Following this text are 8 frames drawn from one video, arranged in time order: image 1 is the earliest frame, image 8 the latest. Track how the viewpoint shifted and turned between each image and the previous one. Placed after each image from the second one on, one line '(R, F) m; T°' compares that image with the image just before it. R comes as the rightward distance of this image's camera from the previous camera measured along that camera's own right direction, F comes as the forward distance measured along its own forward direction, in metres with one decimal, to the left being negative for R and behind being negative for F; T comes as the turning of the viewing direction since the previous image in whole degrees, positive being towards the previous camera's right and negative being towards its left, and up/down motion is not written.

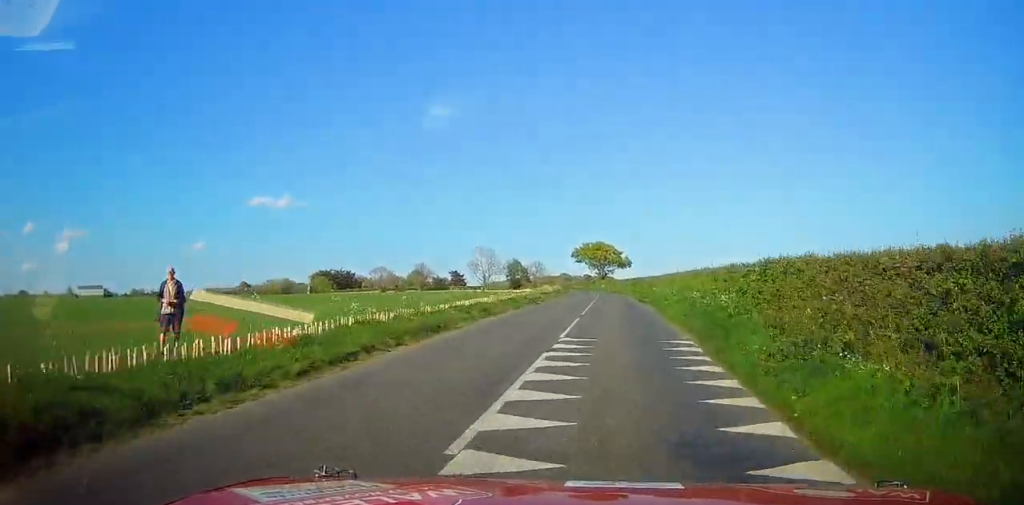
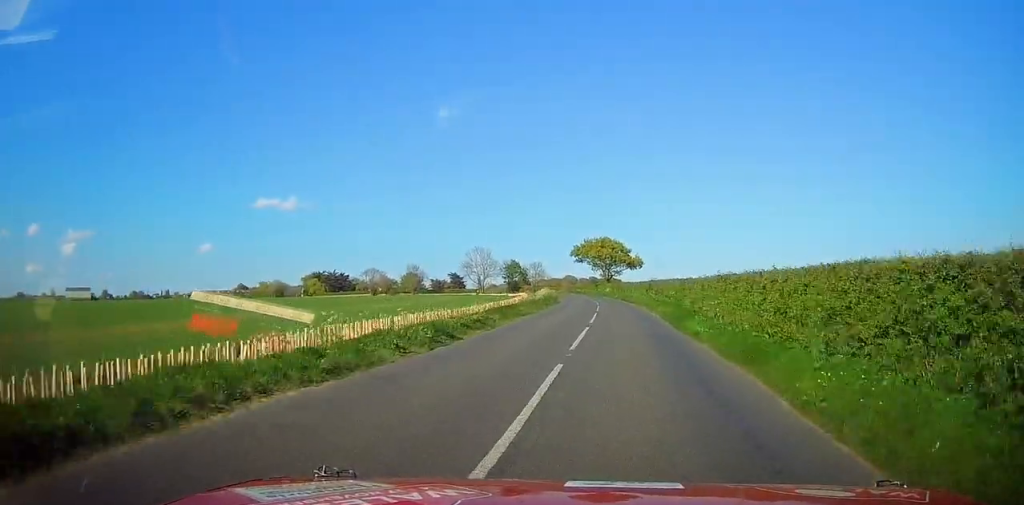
(+0.1, +18.0) m; 0°
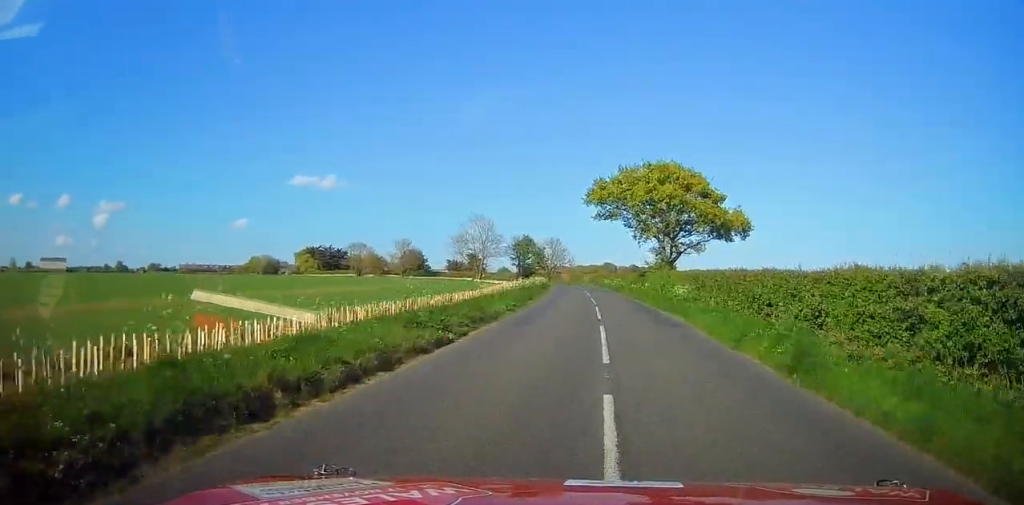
(-2.0, +54.2) m; -4°
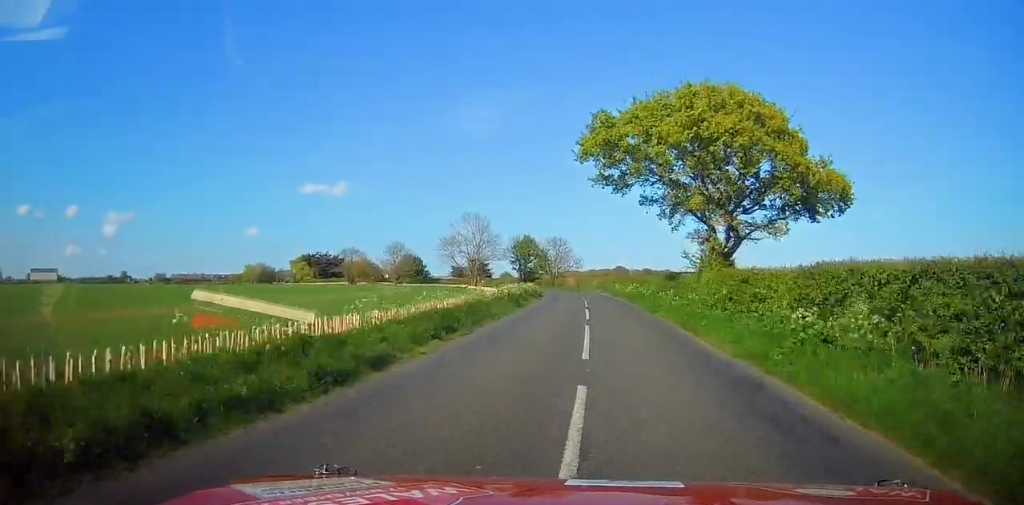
(0.0, +16.9) m; -1°
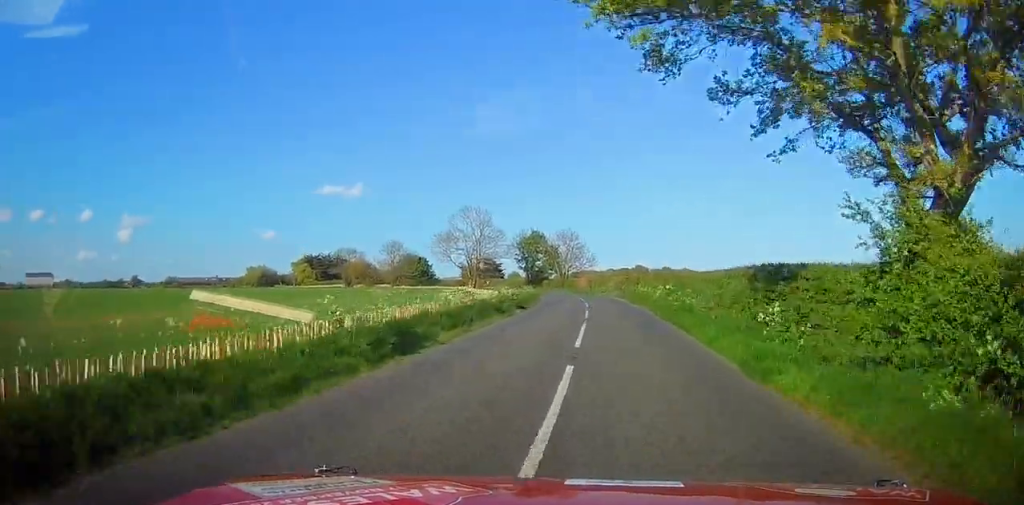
(-0.2, +16.4) m; -1°
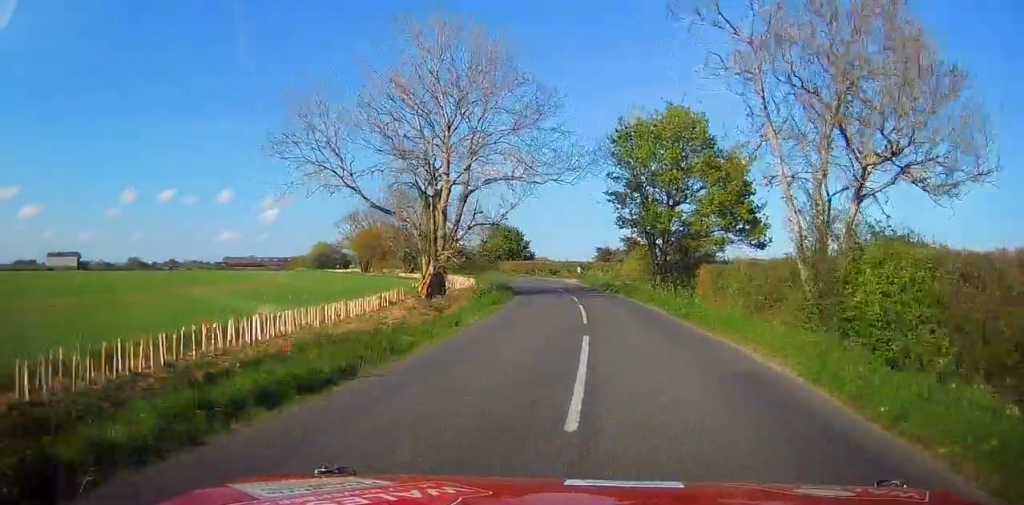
(-7.5, +78.5) m; -14°
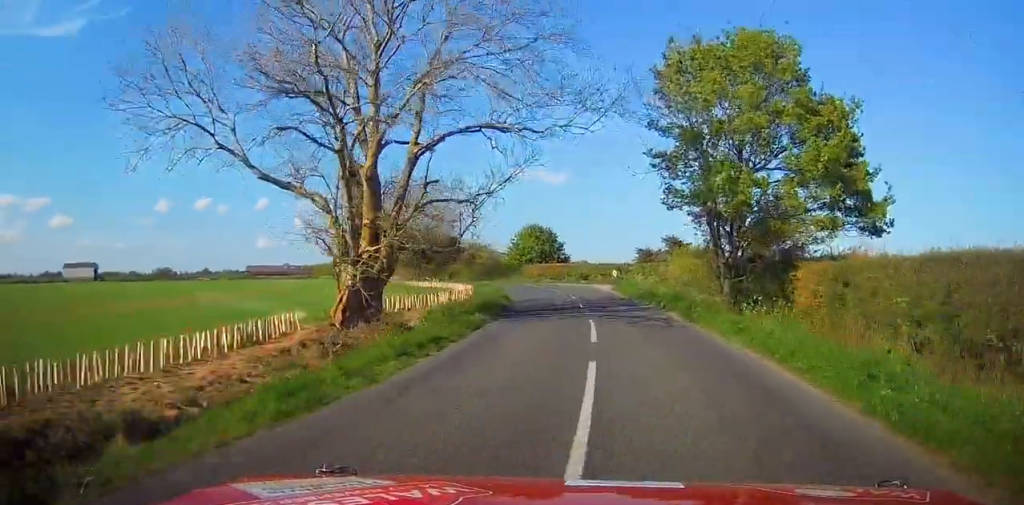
(-0.7, +12.4) m; -4°
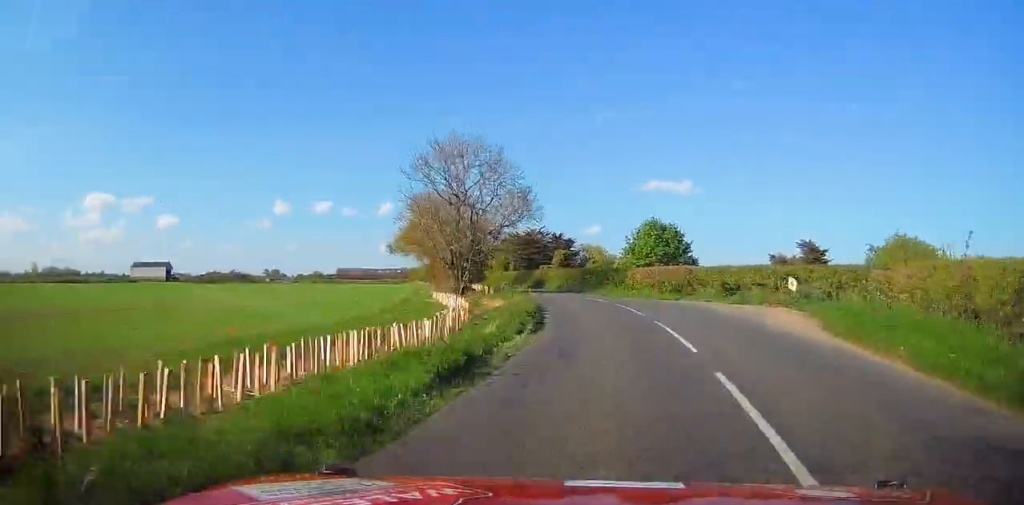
(-1.6, +26.6) m; -8°
